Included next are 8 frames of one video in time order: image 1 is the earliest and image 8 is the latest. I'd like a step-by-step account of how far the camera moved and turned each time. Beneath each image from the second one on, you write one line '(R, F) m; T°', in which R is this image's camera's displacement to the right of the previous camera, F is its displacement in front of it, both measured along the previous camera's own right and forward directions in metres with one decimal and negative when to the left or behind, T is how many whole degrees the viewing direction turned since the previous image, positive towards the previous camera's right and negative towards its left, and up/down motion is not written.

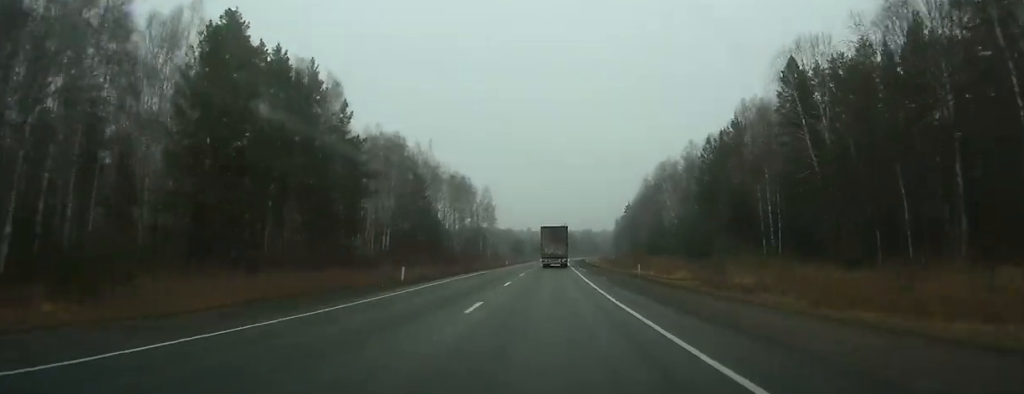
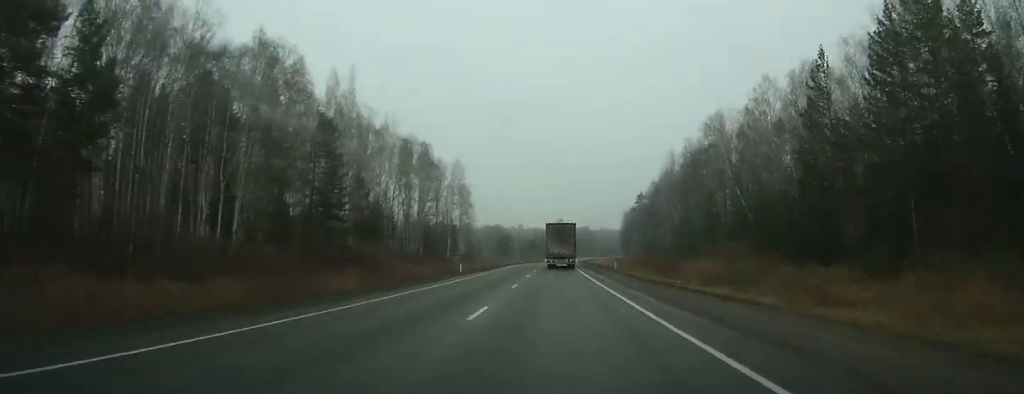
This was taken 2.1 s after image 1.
(+0.4, +49.1) m; +1°
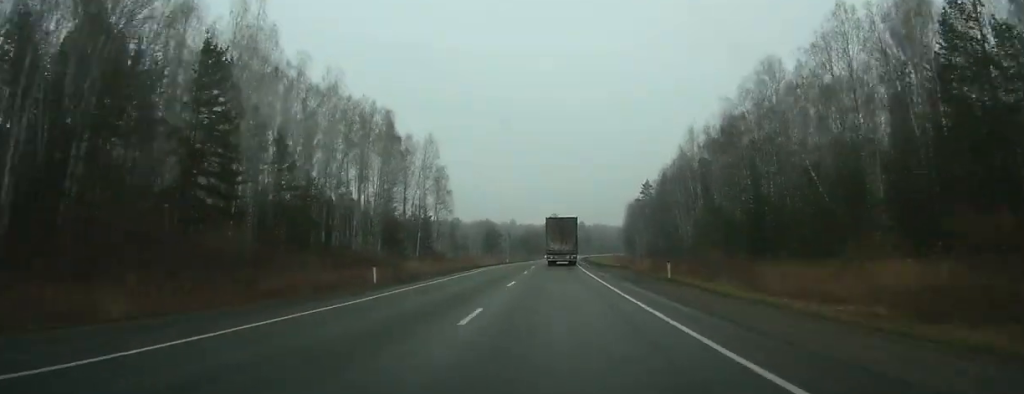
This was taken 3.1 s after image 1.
(+0.1, +25.2) m; 0°
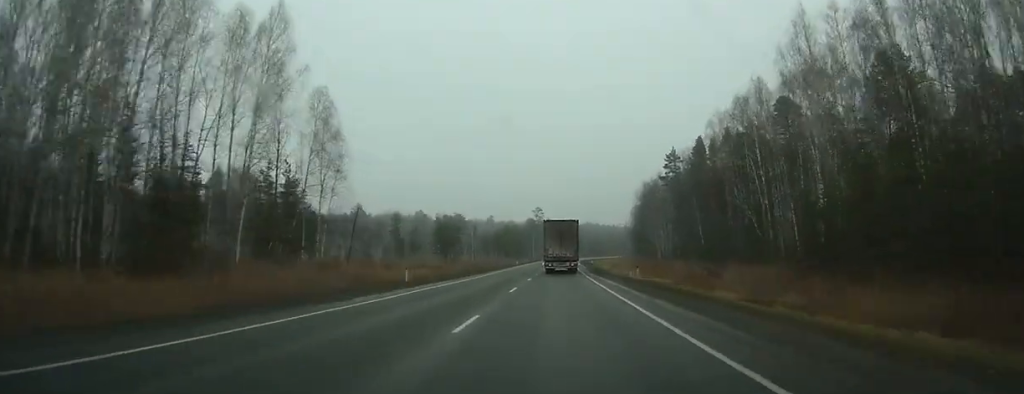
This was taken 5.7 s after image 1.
(+0.6, +61.1) m; +1°
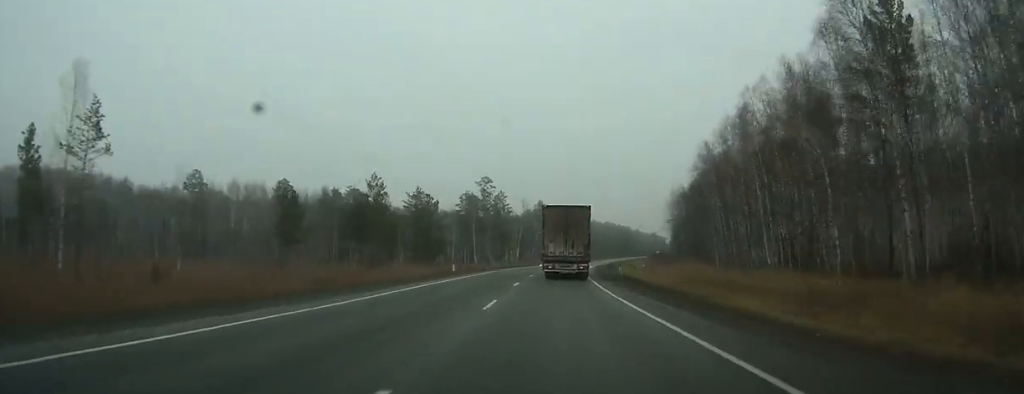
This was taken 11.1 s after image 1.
(+3.4, +125.6) m; +4°
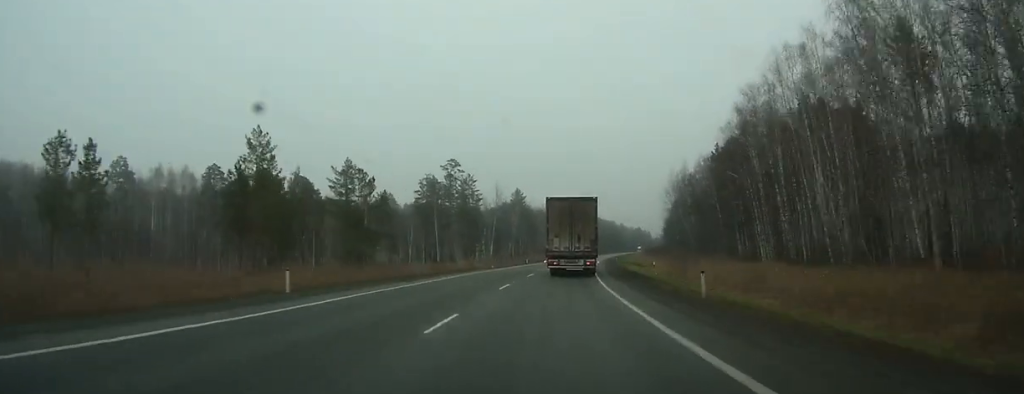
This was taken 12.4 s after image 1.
(+0.2, +29.1) m; +2°
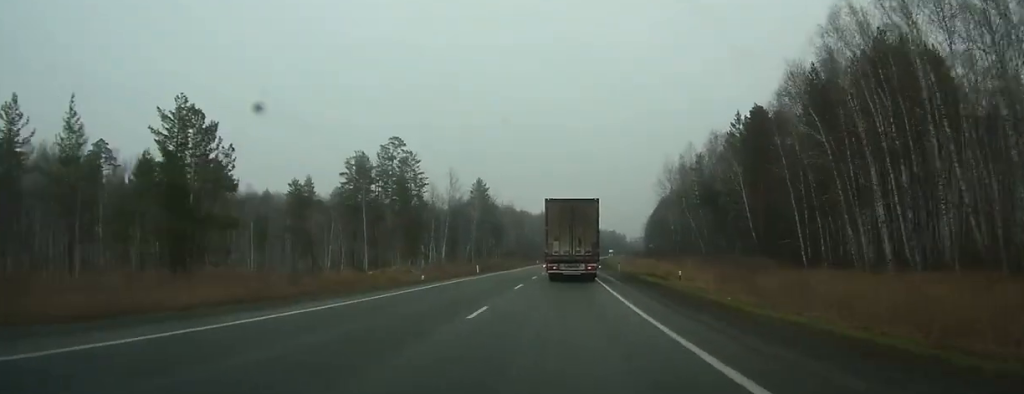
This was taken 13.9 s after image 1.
(+0.7, +33.2) m; +3°
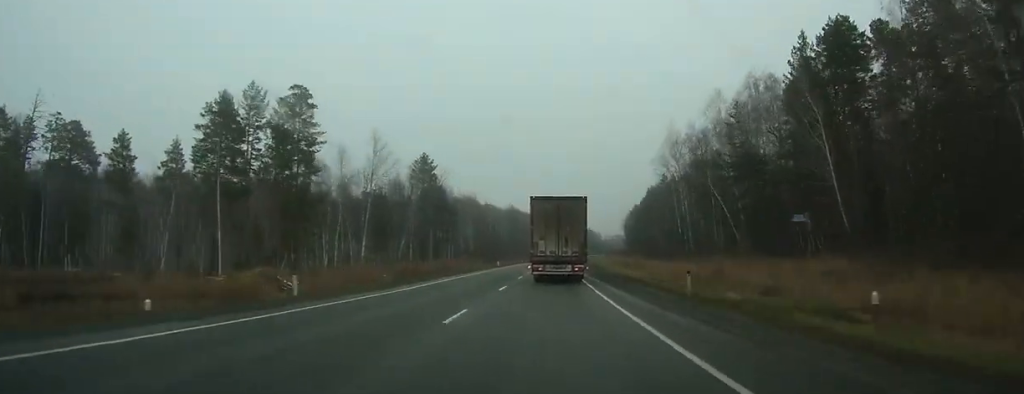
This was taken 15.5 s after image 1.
(+1.1, +37.4) m; +2°
